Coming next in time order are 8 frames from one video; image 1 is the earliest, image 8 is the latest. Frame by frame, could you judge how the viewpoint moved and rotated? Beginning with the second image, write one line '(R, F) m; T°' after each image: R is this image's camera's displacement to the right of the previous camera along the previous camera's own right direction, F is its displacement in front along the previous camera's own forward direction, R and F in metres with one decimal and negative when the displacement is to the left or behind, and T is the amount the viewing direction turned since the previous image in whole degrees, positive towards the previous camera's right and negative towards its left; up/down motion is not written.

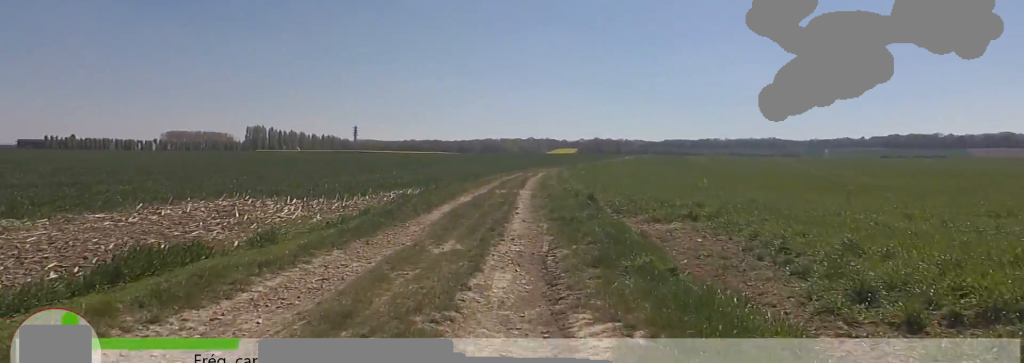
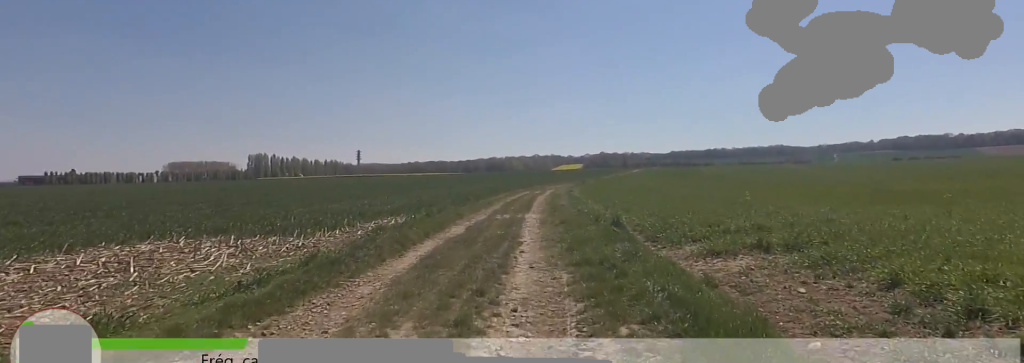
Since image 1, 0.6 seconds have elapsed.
(-0.4, +3.5) m; +1°
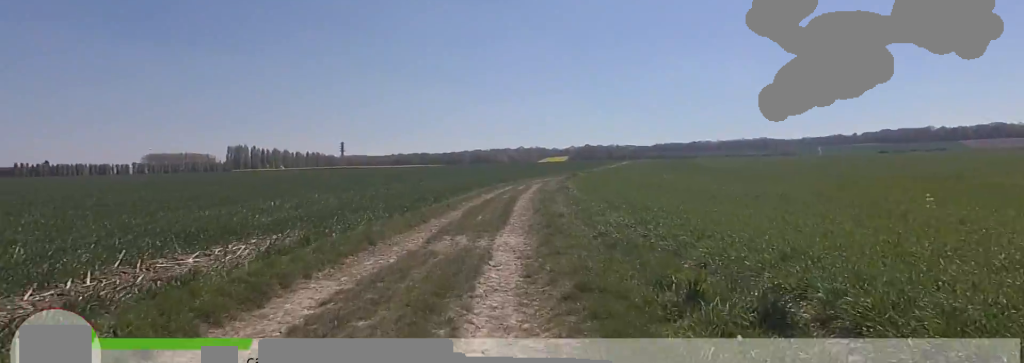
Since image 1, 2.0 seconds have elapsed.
(+1.3, +9.1) m; +8°
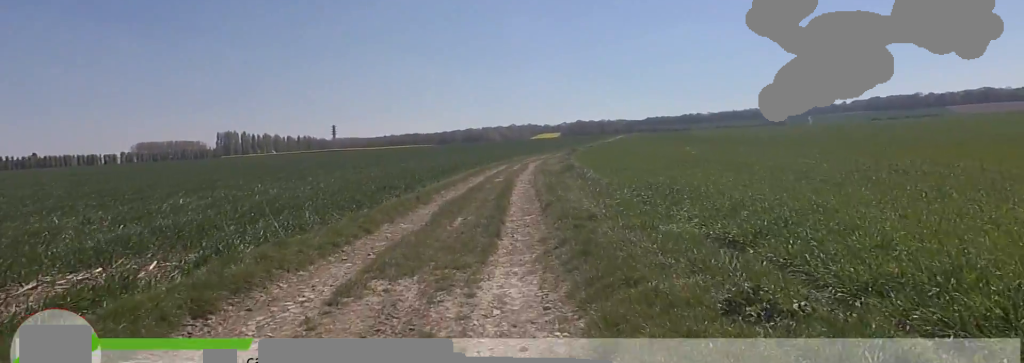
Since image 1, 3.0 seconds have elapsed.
(0.0, +5.7) m; 0°
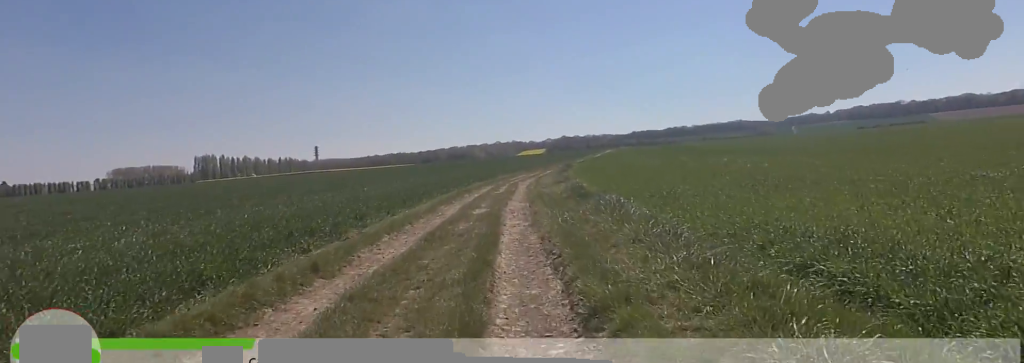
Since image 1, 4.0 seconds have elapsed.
(0.0, +6.6) m; 0°
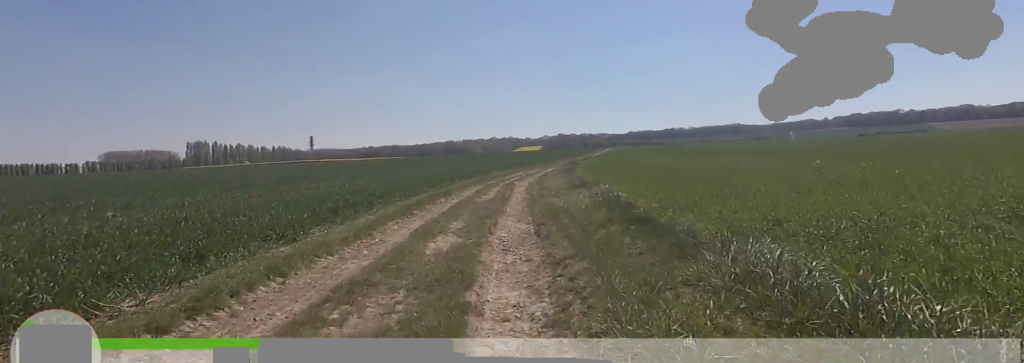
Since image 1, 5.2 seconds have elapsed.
(0.0, +7.0) m; 0°
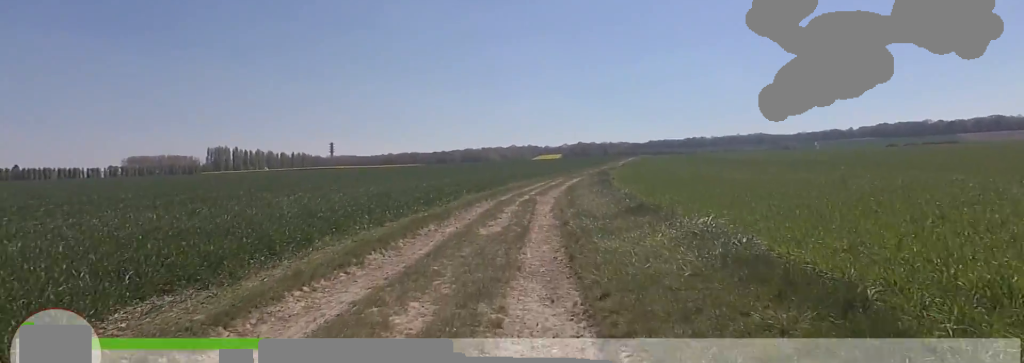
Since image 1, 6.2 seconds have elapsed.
(0.0, +5.6) m; 0°
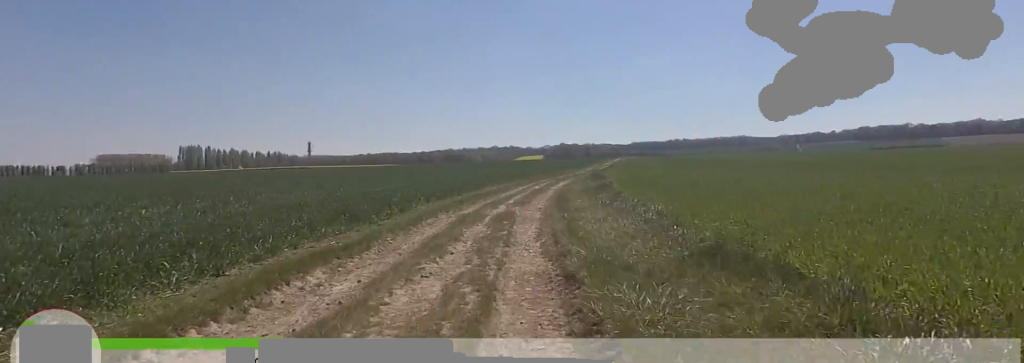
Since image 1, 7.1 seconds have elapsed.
(0.0, +5.5) m; 0°
